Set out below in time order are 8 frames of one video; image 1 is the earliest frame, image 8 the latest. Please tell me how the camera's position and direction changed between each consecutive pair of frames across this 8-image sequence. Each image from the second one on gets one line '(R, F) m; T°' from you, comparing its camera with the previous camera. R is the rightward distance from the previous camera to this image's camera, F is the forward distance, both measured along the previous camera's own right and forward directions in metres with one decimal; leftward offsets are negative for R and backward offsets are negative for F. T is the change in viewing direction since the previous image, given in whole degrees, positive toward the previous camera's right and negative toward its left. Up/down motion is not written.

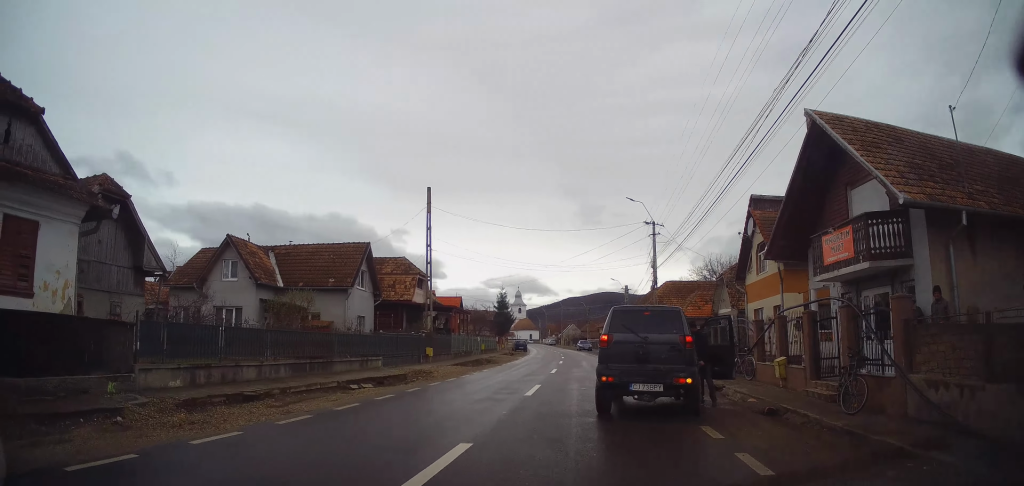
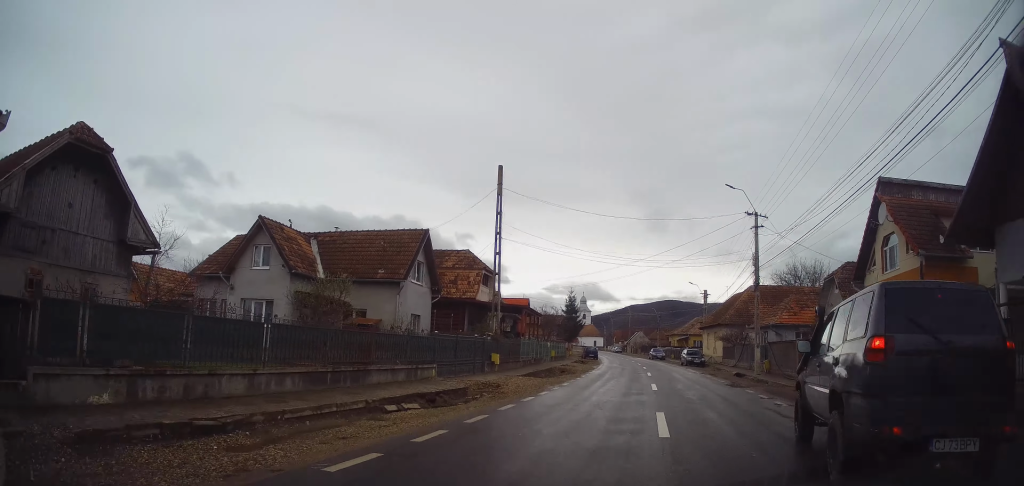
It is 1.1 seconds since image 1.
(+0.2, +4.8) m; +9°
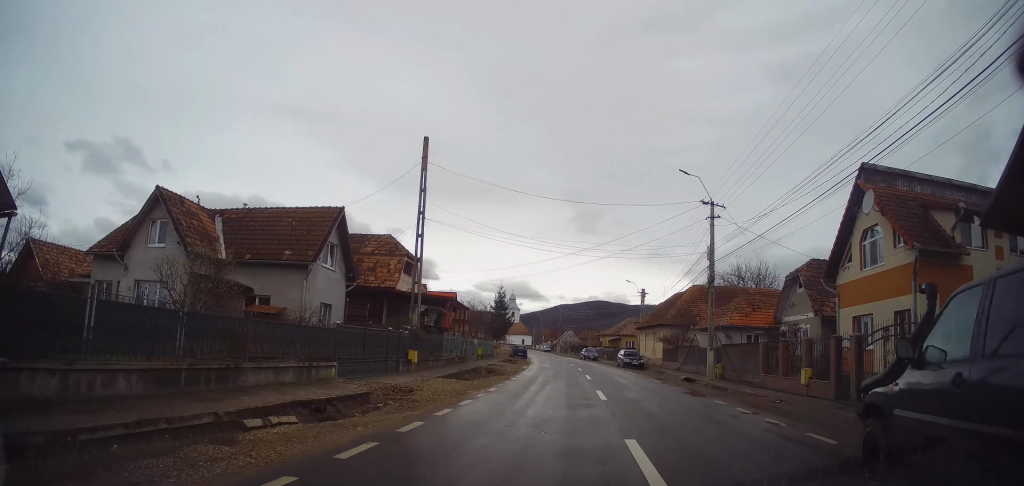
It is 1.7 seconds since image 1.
(+0.2, +2.9) m; +7°
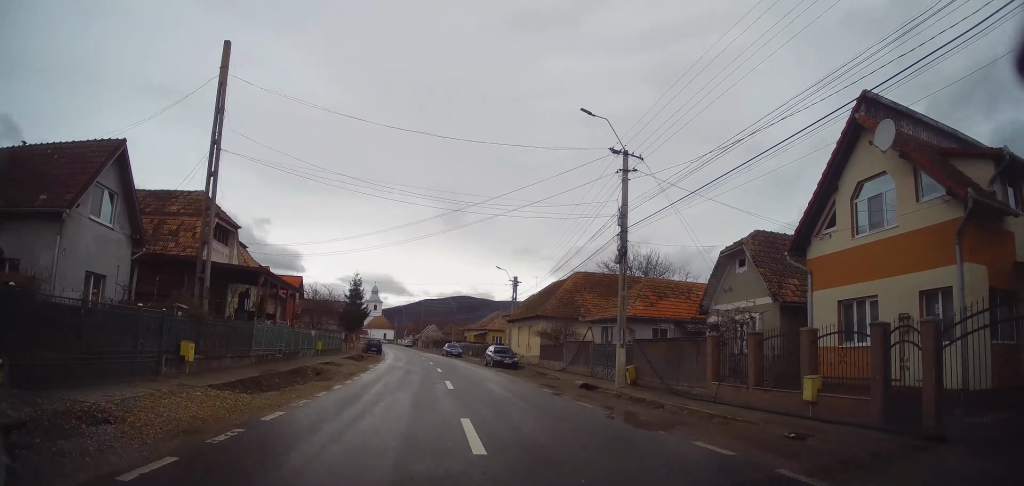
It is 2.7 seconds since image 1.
(+0.7, +6.3) m; +6°
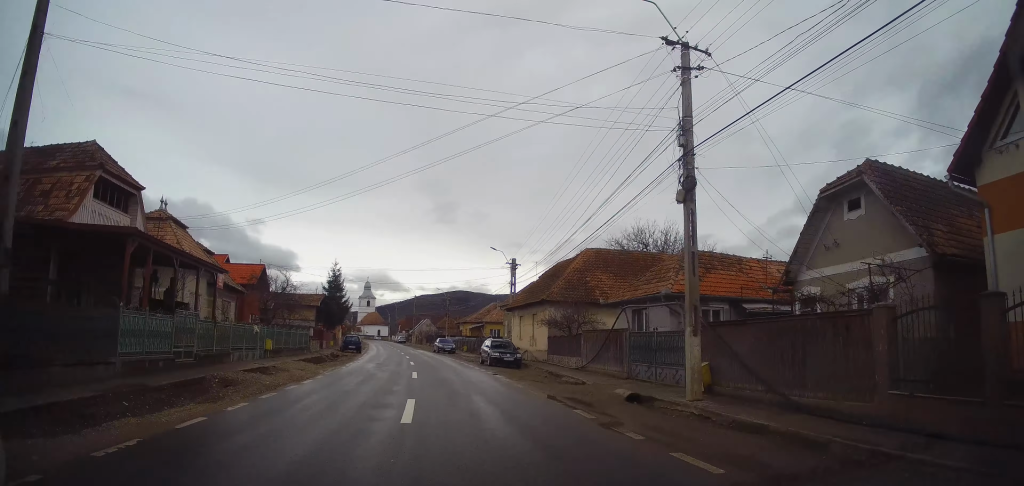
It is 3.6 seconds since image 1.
(0.0, +6.3) m; -1°
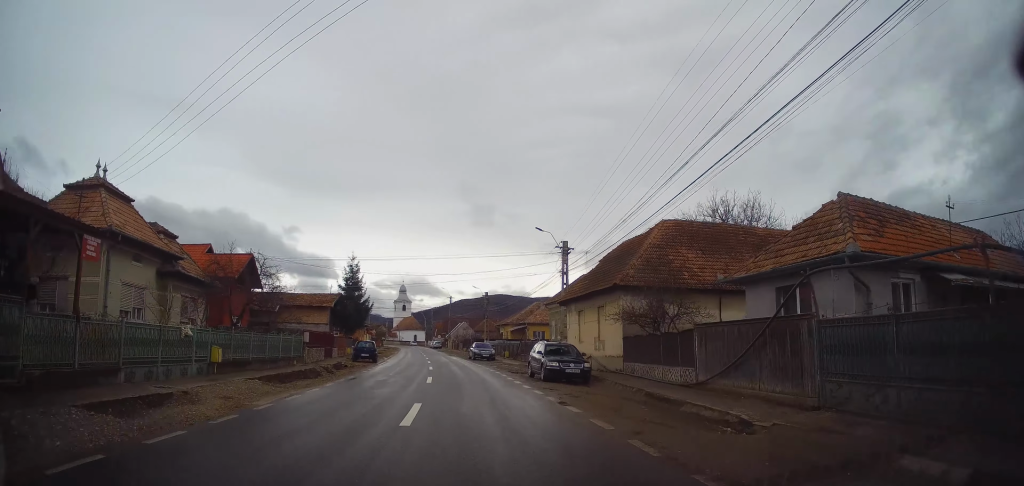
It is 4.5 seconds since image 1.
(-0.1, +8.4) m; -2°
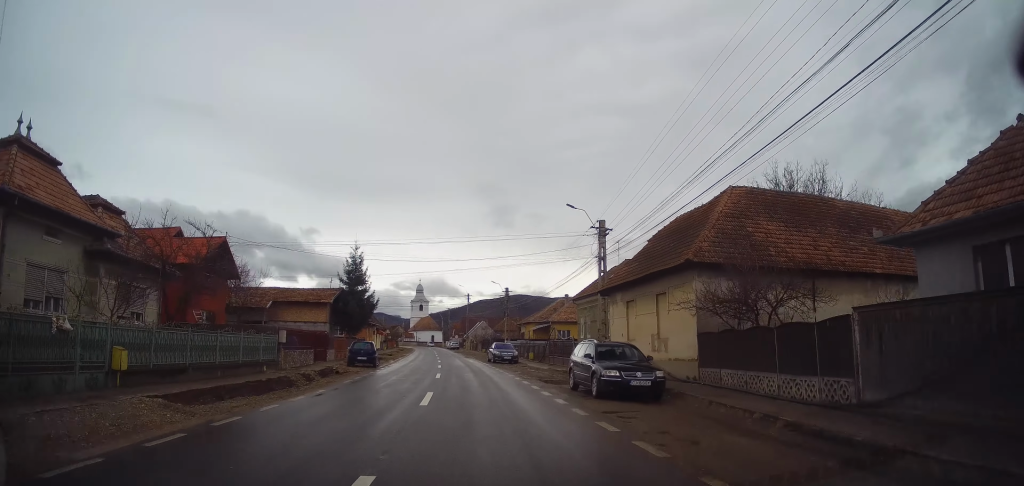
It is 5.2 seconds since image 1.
(0.0, +6.0) m; -2°
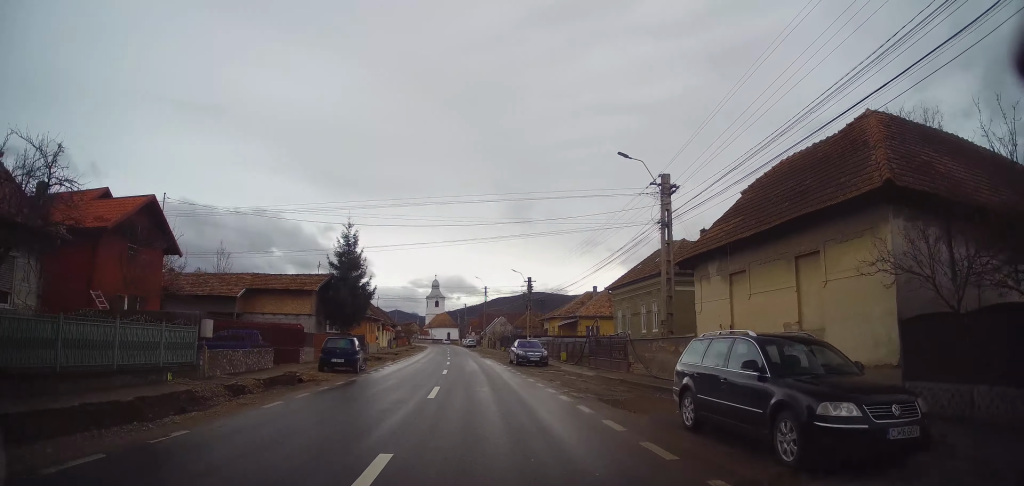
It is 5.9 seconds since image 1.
(-0.2, +8.0) m; -3°
